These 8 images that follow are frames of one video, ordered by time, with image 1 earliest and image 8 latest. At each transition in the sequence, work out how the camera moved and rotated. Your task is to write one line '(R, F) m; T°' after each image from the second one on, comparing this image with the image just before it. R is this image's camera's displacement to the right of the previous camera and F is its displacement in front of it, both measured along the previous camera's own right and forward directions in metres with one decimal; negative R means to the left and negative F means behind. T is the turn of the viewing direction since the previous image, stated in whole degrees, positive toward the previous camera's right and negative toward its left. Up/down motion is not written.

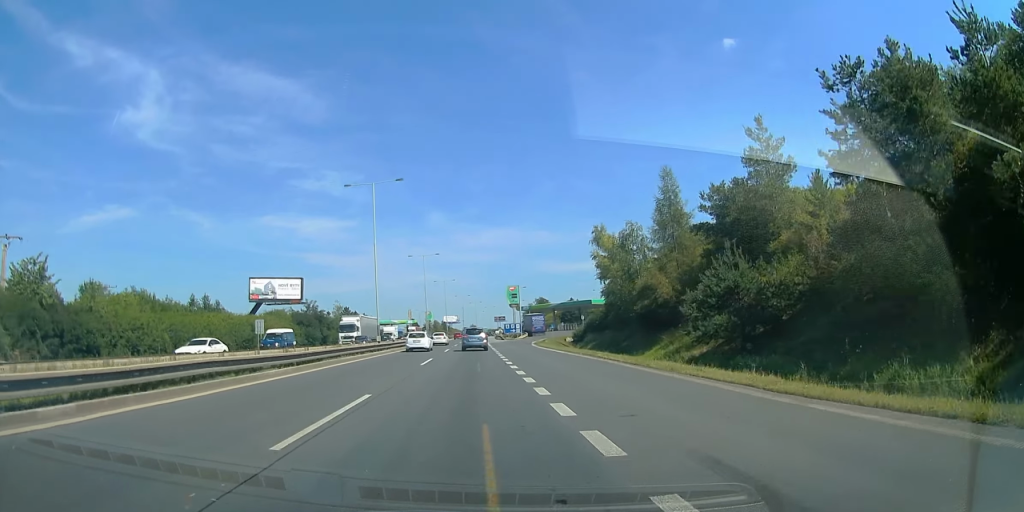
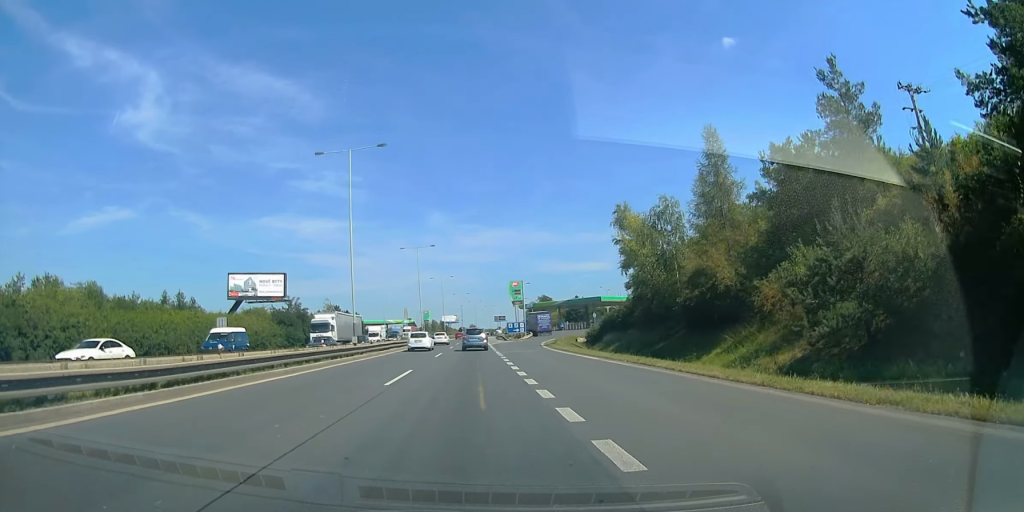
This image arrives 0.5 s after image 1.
(+0.7, +9.9) m; 0°
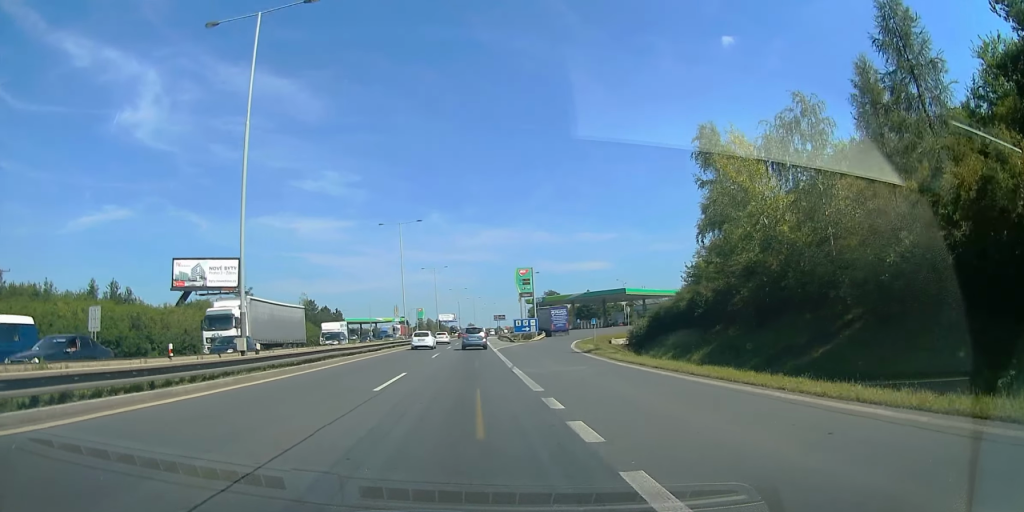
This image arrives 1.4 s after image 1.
(-1.5, +20.1) m; -4°
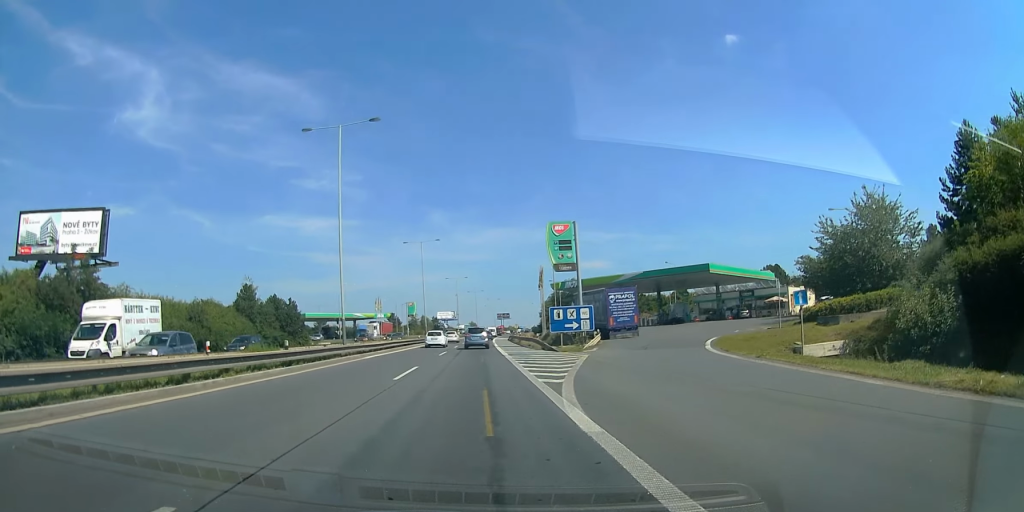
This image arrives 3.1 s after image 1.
(-0.1, +35.0) m; 0°
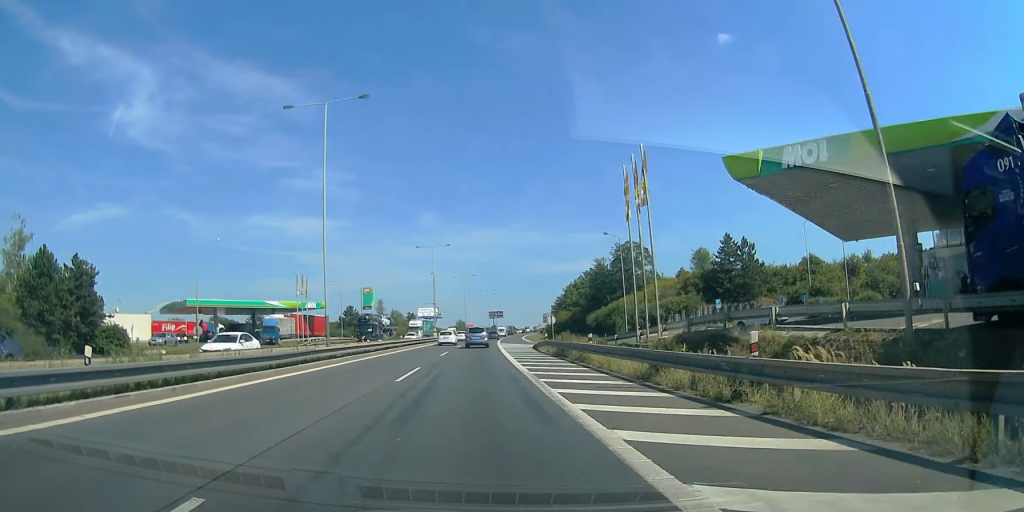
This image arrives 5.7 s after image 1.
(+0.1, +58.0) m; +1°
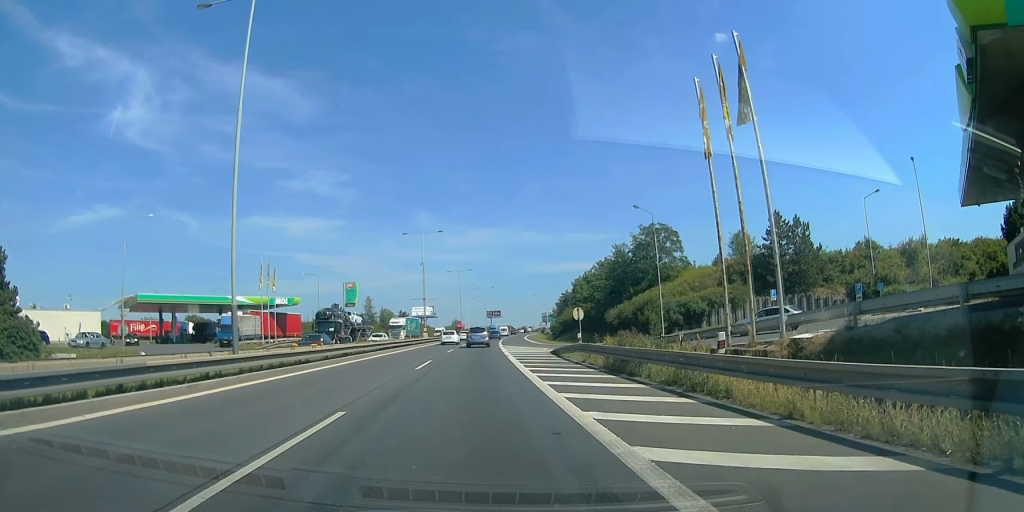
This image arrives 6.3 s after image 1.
(+0.1, +14.3) m; +1°
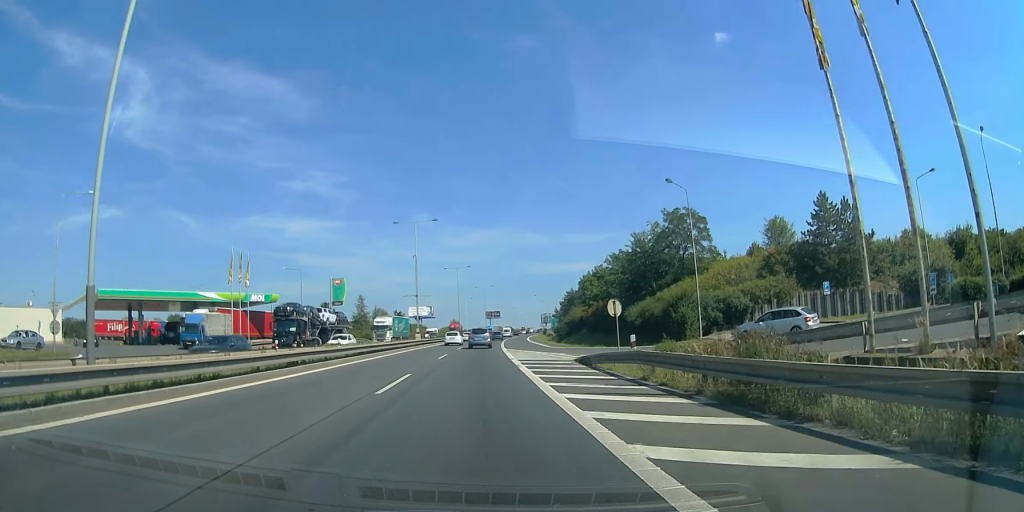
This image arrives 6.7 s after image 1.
(+0.1, +10.0) m; +1°
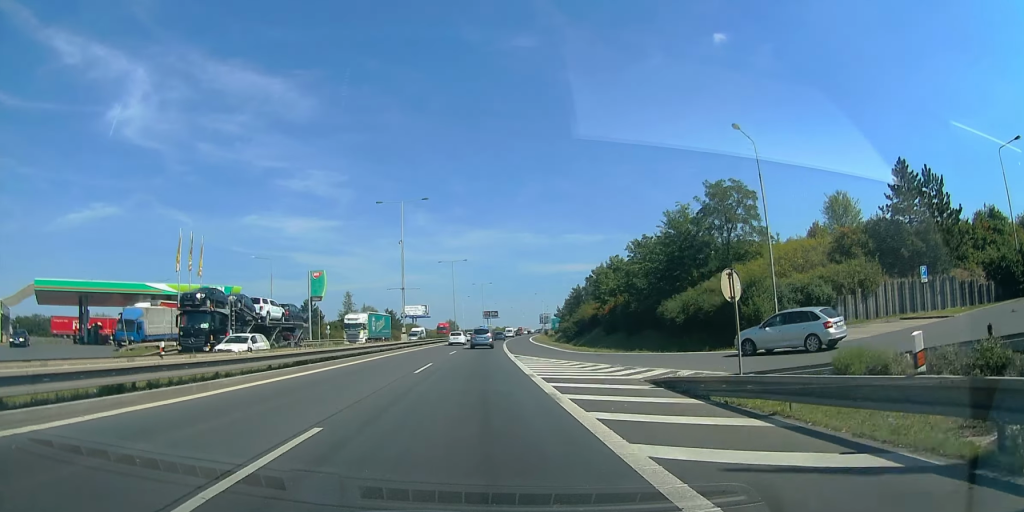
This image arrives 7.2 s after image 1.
(+0.2, +13.6) m; +1°
